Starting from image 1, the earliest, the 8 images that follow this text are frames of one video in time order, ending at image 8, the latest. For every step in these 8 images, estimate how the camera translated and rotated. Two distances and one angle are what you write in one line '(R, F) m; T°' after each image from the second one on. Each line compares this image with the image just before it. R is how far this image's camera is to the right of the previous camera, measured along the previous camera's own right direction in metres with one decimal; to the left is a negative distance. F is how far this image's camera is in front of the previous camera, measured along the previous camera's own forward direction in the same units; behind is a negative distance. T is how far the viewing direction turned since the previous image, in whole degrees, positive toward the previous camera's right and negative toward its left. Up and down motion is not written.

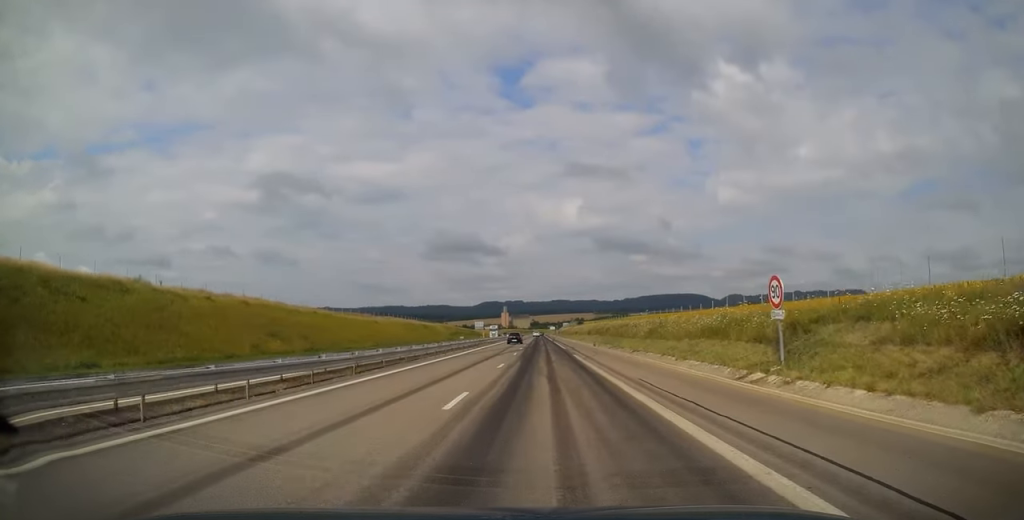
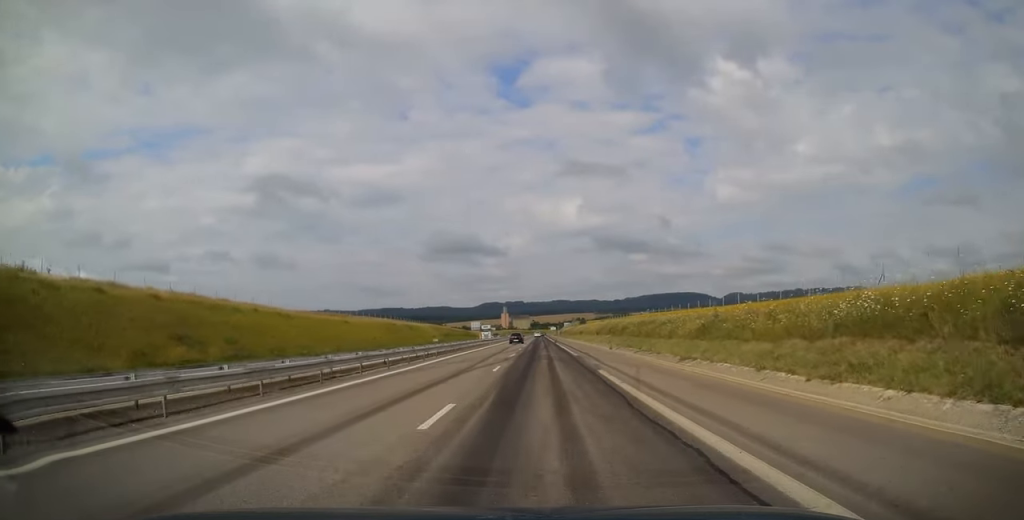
(0.0, +15.3) m; 0°
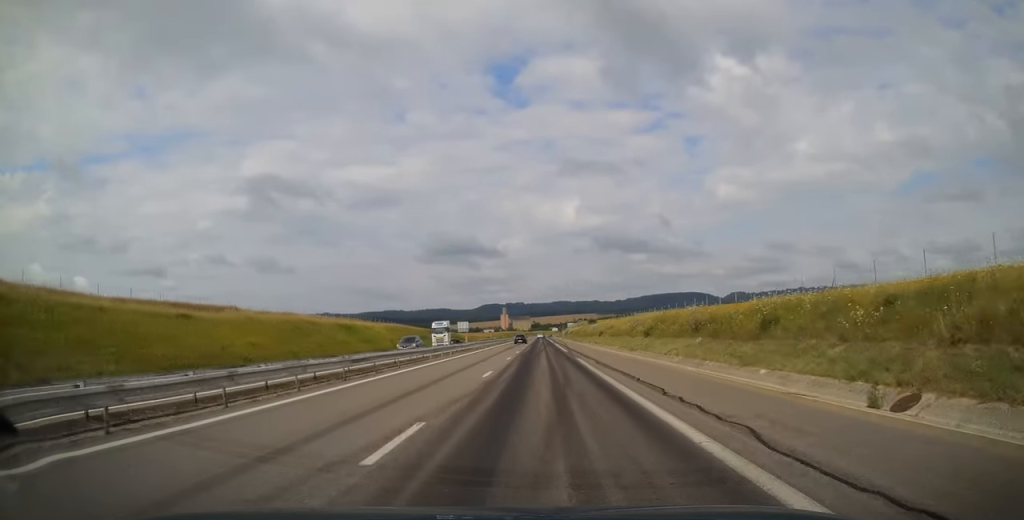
(-0.2, +41.3) m; -1°
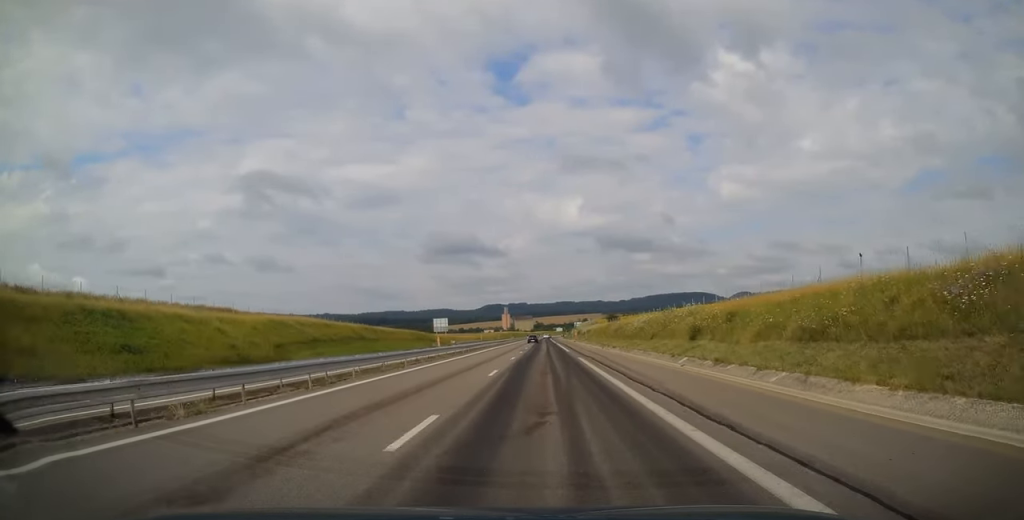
(+0.1, +51.1) m; +1°
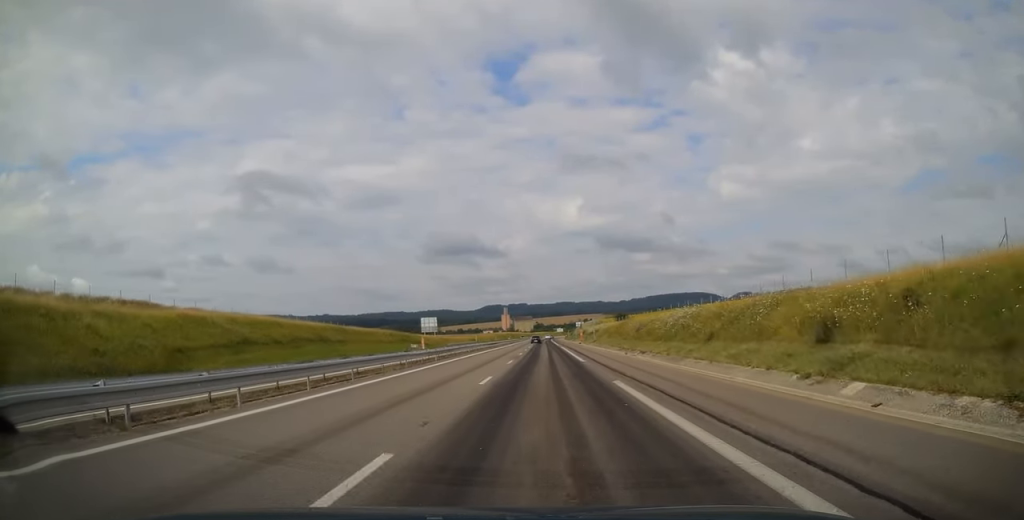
(0.0, +16.2) m; 0°
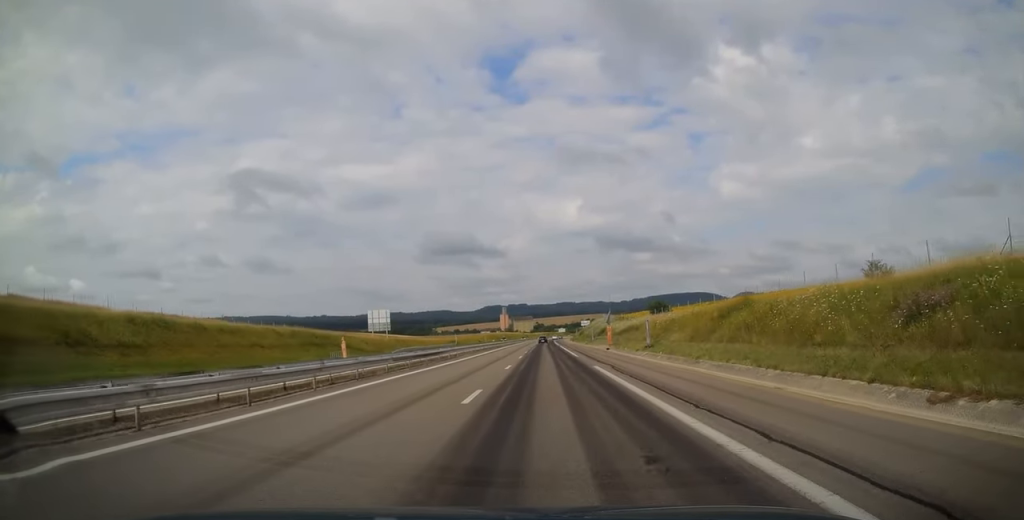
(0.0, +43.7) m; -1°
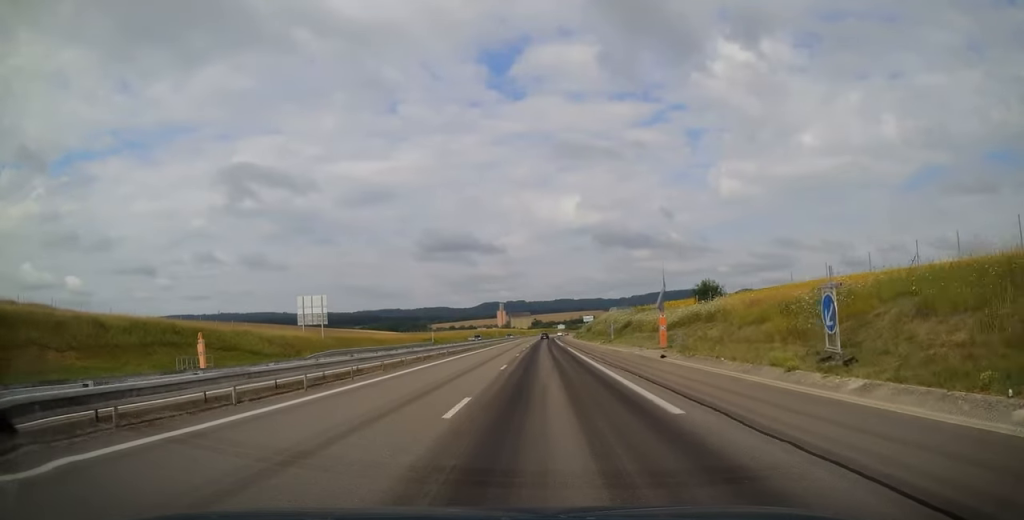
(-0.5, +28.5) m; 0°
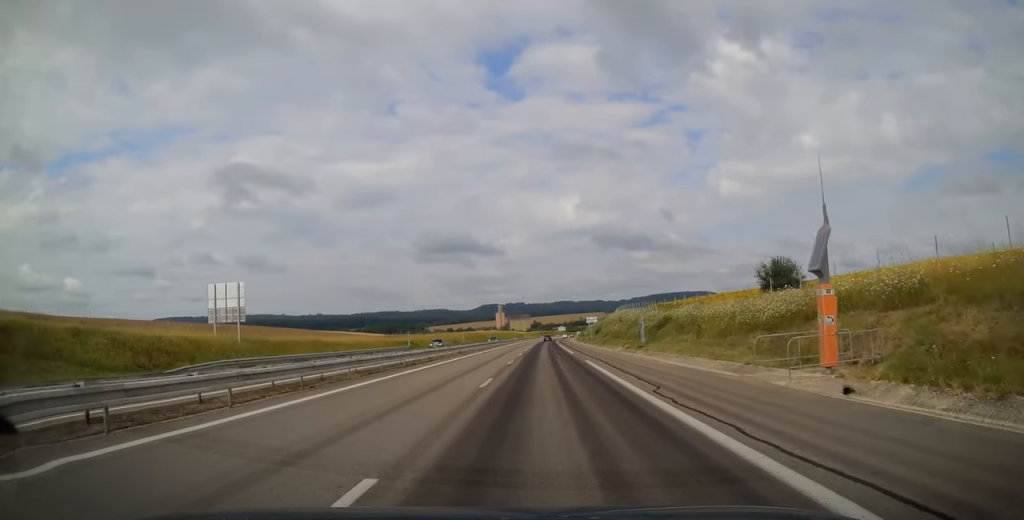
(+0.3, +20.1) m; +1°
